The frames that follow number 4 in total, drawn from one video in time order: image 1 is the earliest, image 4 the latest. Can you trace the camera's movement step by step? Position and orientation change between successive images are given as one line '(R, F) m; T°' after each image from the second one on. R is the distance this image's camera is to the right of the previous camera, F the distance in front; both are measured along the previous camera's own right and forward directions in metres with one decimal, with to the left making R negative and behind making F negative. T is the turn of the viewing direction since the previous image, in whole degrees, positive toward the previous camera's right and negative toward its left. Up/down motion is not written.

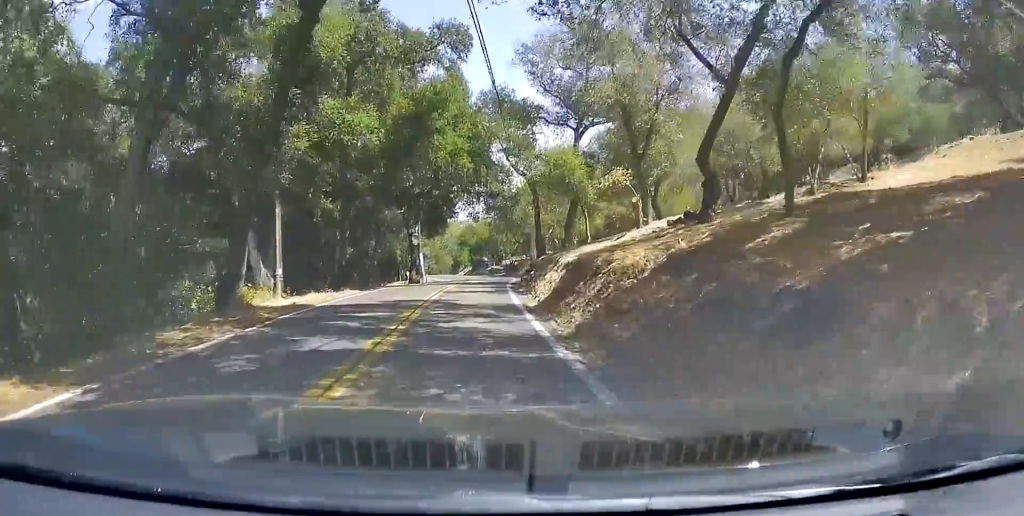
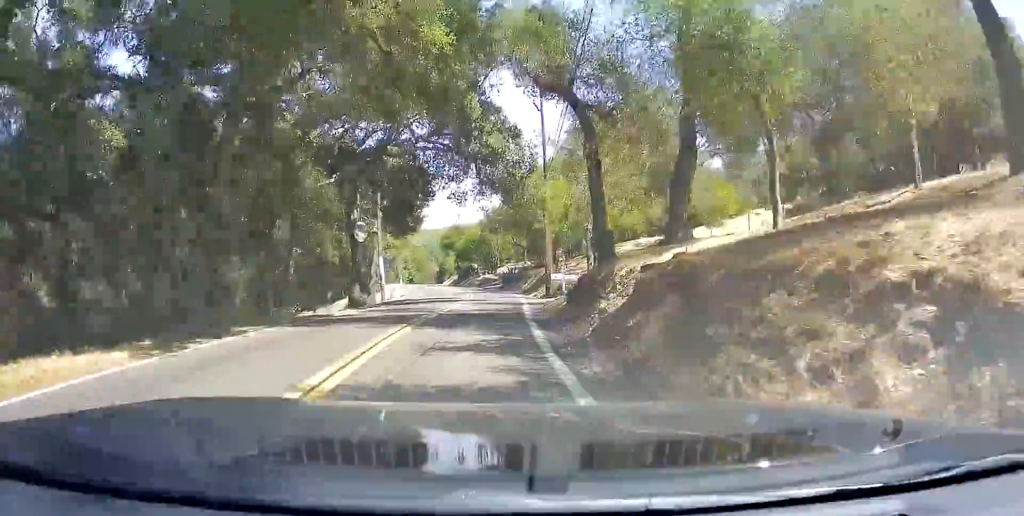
(+0.2, +17.3) m; +1°
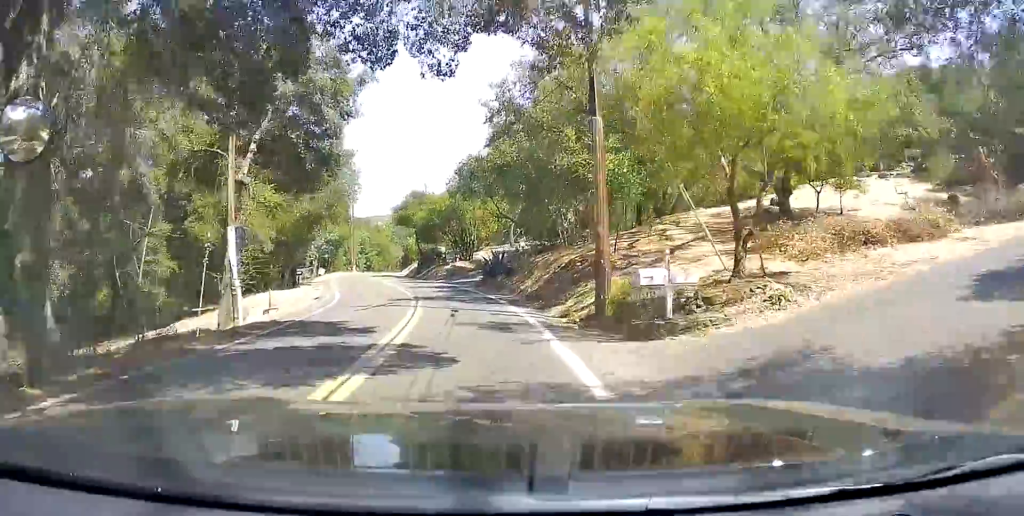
(+0.1, +22.1) m; +1°
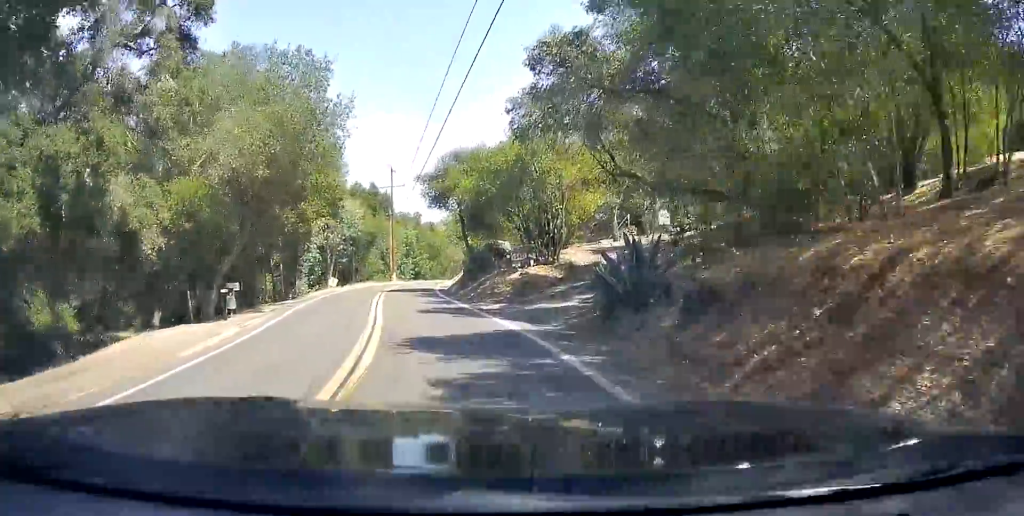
(+0.2, +20.9) m; 0°
